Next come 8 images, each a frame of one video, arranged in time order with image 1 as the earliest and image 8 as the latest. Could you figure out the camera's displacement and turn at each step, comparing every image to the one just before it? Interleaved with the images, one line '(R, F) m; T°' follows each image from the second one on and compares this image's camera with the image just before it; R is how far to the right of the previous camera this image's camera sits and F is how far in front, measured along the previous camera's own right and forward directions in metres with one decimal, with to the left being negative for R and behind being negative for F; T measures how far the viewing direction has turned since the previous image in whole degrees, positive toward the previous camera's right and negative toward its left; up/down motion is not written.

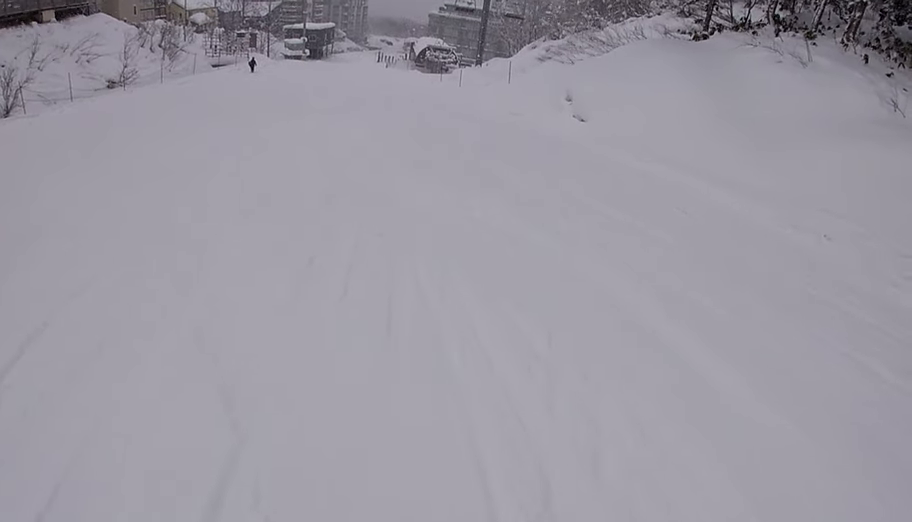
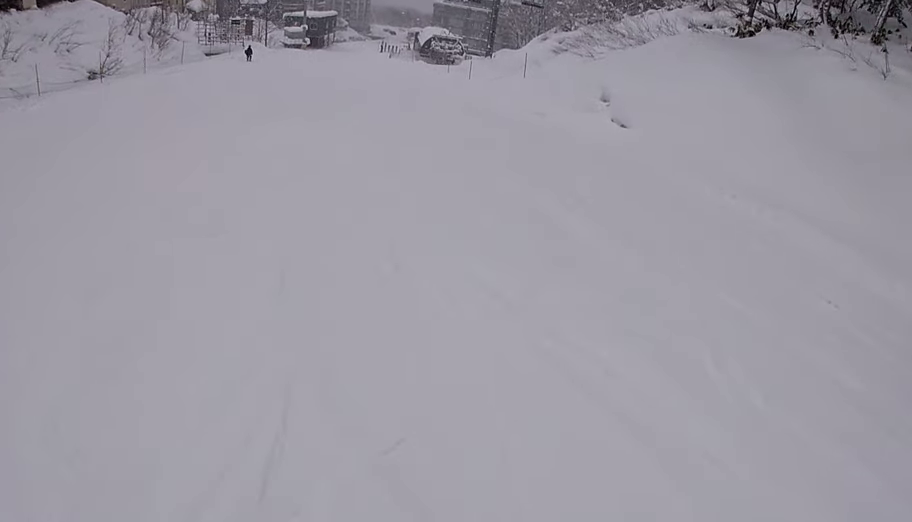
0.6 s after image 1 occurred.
(+0.1, +3.4) m; +2°
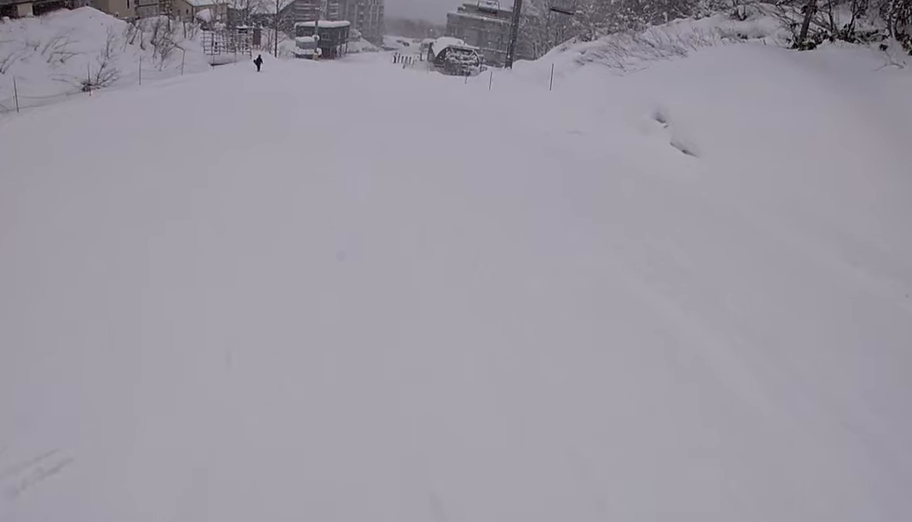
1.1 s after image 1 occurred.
(+0.2, +3.2) m; +2°
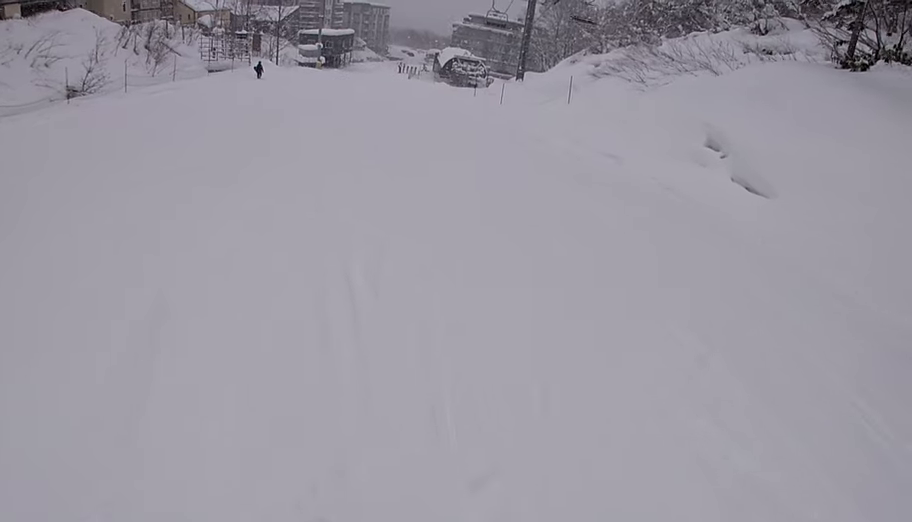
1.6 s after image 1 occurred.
(0.0, +2.8) m; -1°
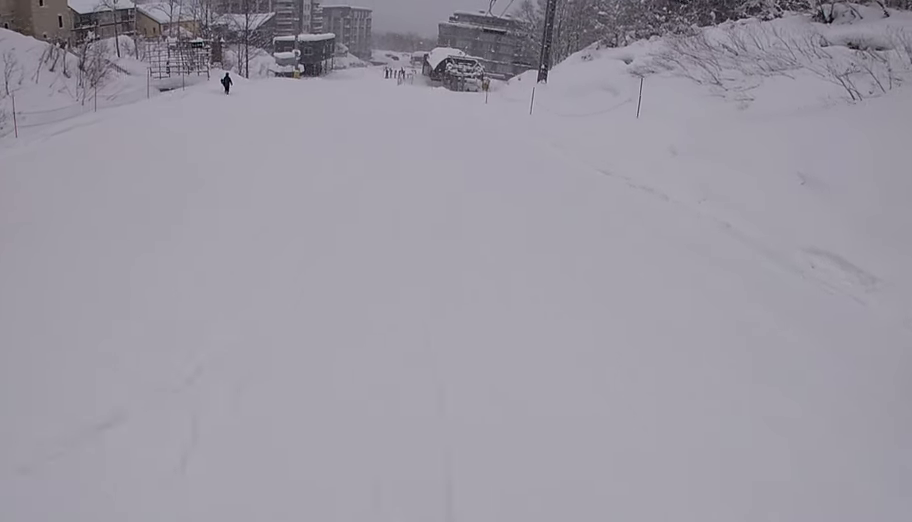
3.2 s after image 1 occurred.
(-0.7, +10.1) m; -3°
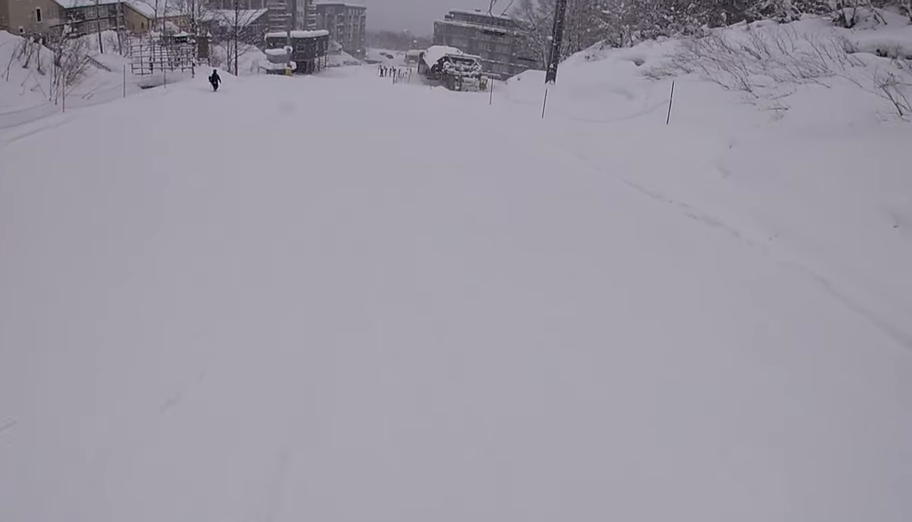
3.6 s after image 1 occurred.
(+0.1, +2.8) m; 0°
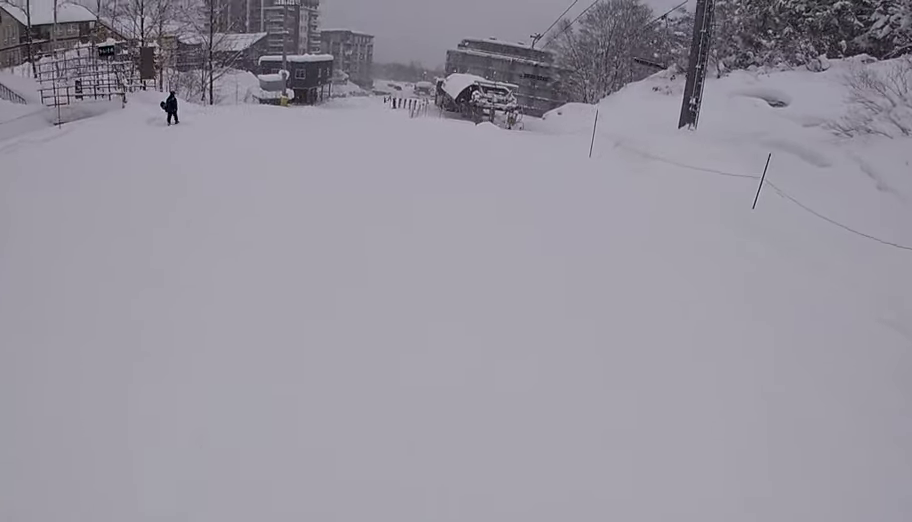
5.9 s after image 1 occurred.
(+0.2, +15.0) m; 0°
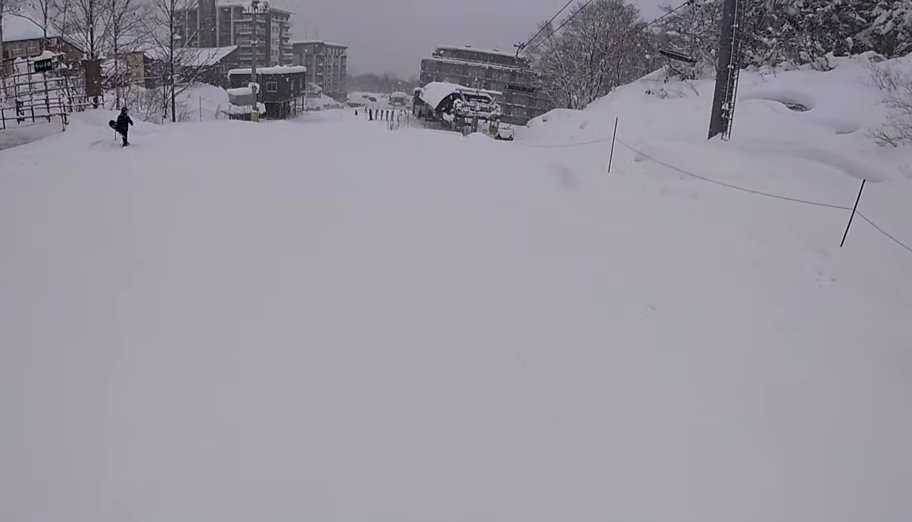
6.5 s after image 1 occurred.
(0.0, +3.6) m; 0°
